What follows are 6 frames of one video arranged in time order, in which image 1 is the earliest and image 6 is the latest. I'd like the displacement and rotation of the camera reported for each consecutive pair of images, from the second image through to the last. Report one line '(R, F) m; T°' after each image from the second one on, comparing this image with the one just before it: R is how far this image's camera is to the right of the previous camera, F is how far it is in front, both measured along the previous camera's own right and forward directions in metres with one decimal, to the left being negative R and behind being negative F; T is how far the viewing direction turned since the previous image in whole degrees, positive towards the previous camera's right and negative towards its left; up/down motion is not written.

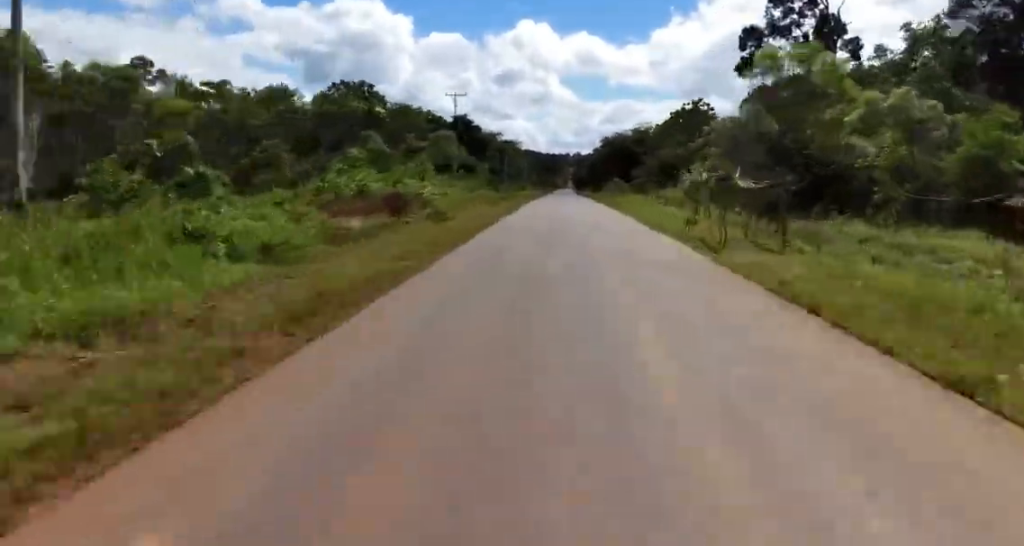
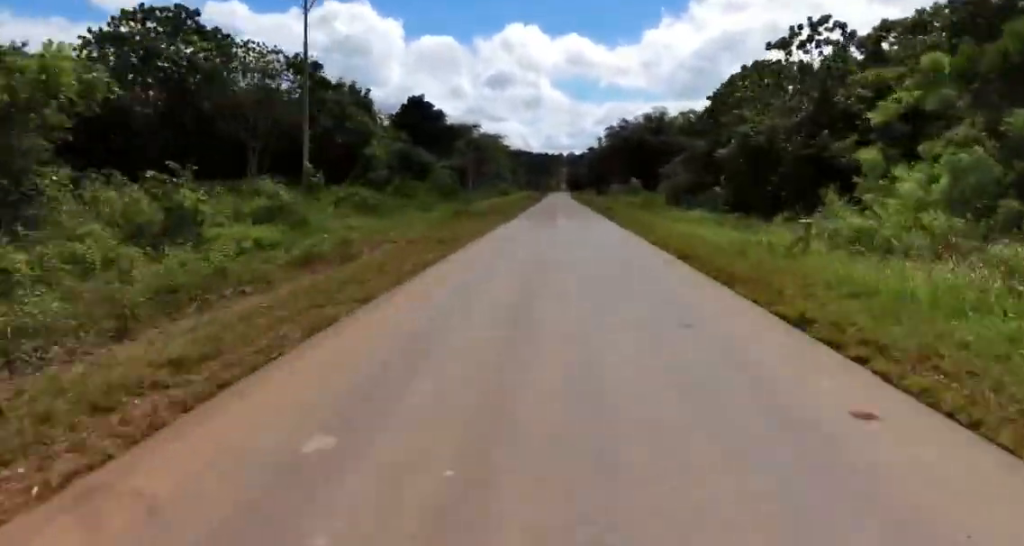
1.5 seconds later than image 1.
(-1.3, +39.9) m; -2°
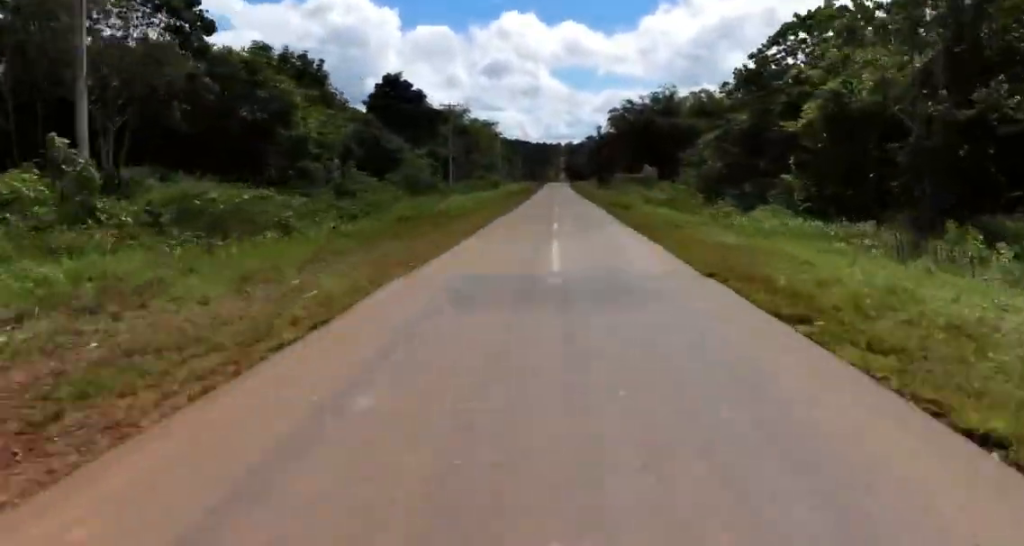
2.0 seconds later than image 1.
(0.0, +13.7) m; 0°
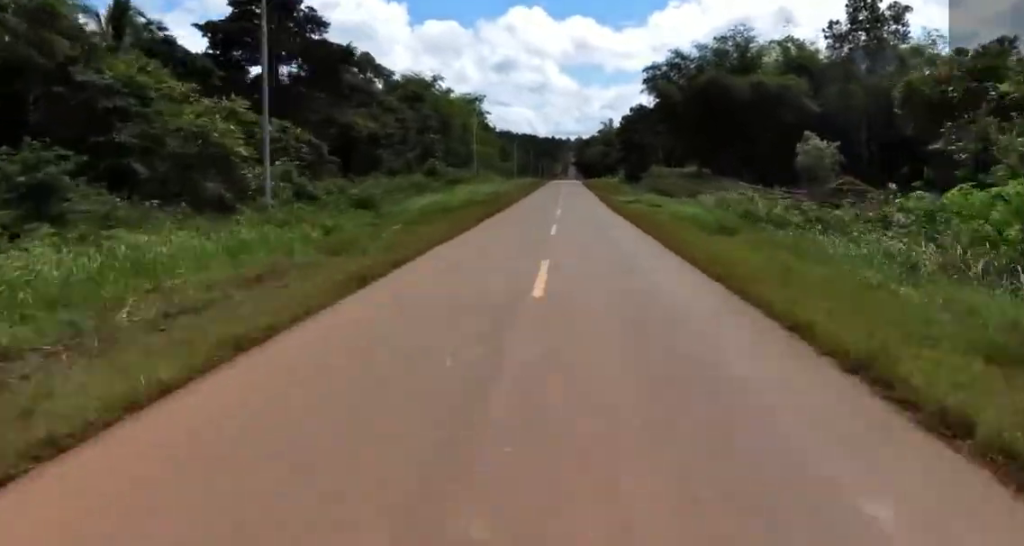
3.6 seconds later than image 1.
(+0.2, +45.3) m; +1°
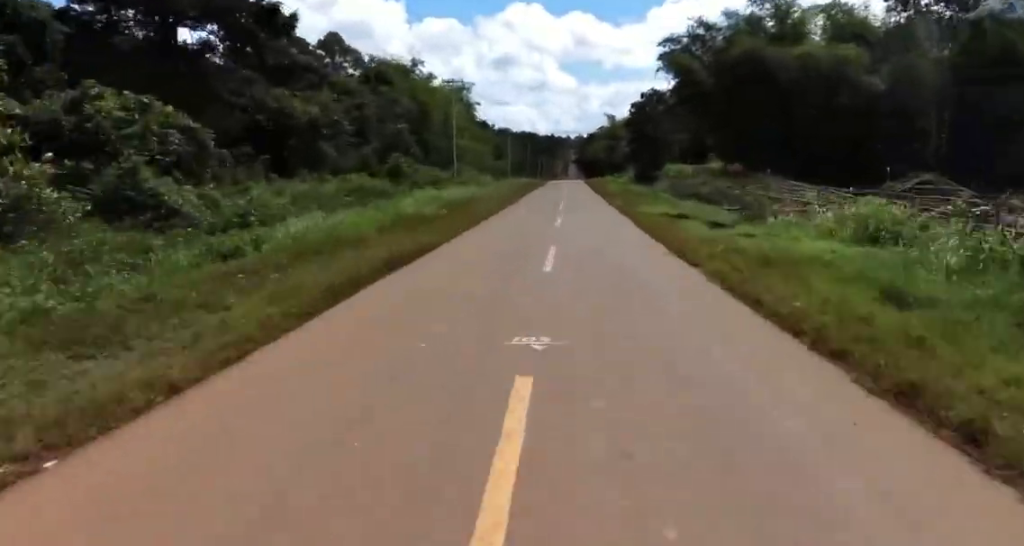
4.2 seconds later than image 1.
(0.0, +14.8) m; 0°
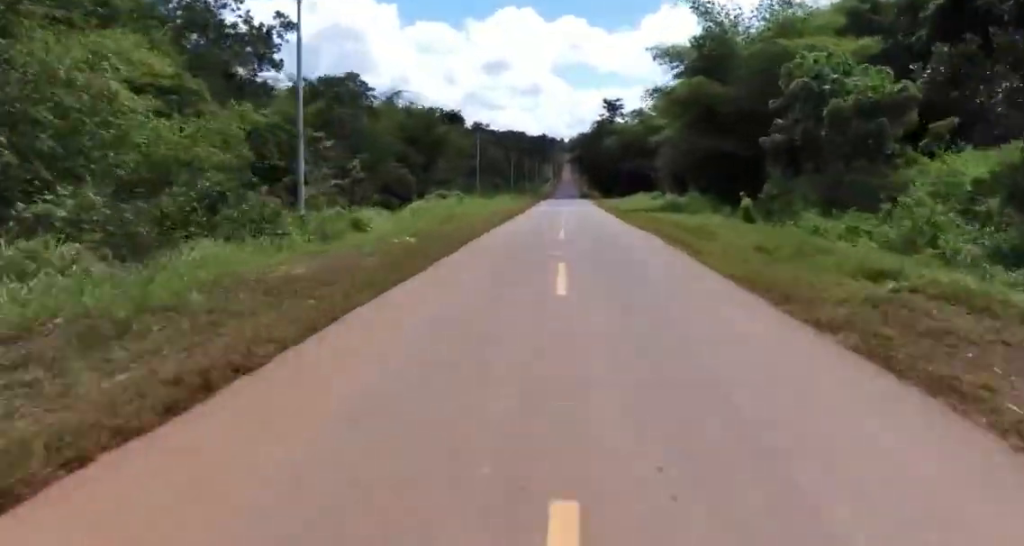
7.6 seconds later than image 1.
(+2.1, +92.6) m; +2°
